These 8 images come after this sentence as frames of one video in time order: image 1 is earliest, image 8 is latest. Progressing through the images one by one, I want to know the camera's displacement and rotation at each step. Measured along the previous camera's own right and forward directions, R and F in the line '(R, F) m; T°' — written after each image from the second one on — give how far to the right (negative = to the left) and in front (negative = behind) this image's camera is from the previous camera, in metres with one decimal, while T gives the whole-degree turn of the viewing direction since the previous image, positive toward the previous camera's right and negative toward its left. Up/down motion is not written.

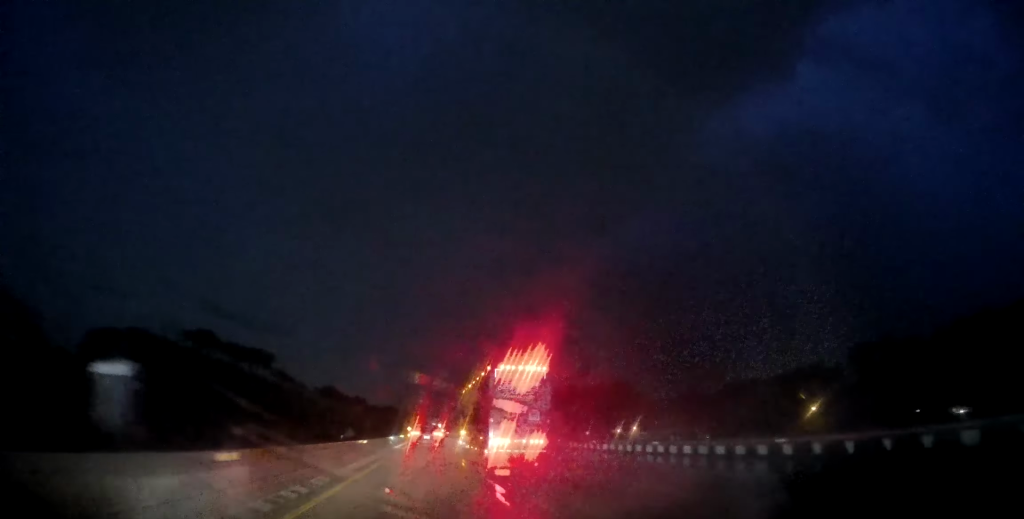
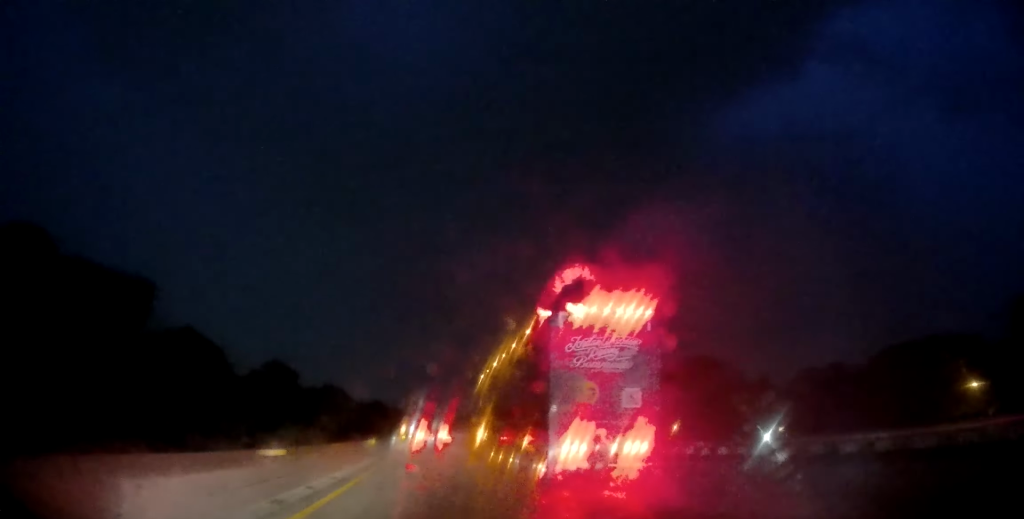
(+0.6, +58.7) m; 0°
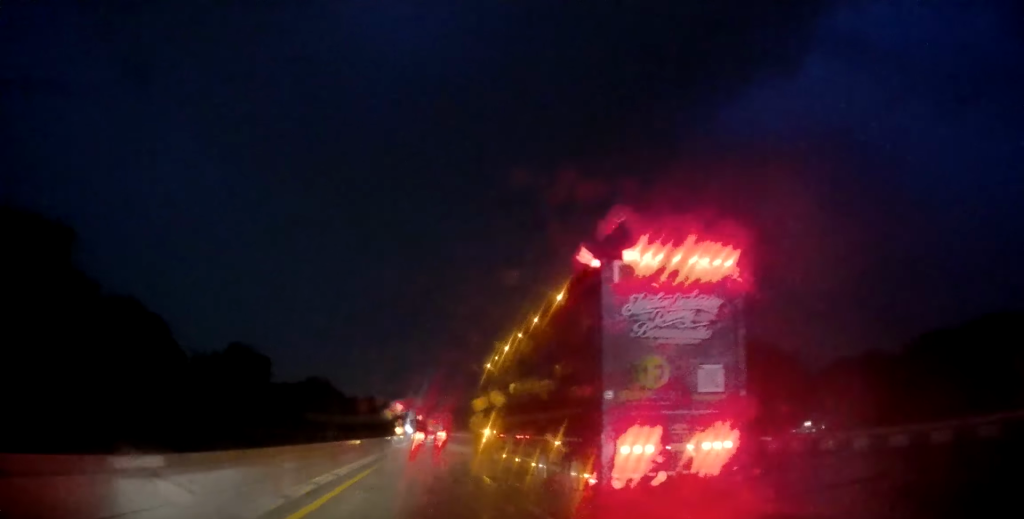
(-0.5, +19.6) m; -1°
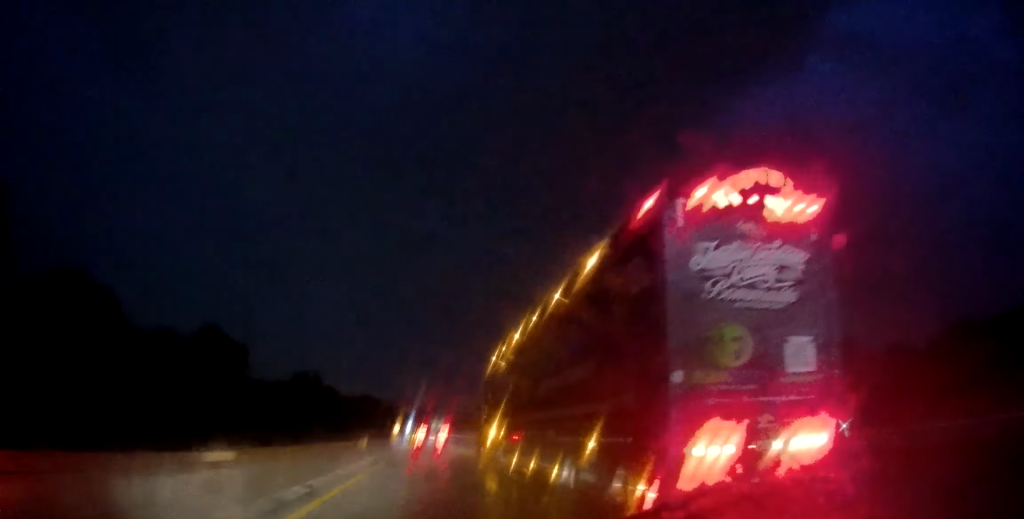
(+0.1, +13.1) m; 0°
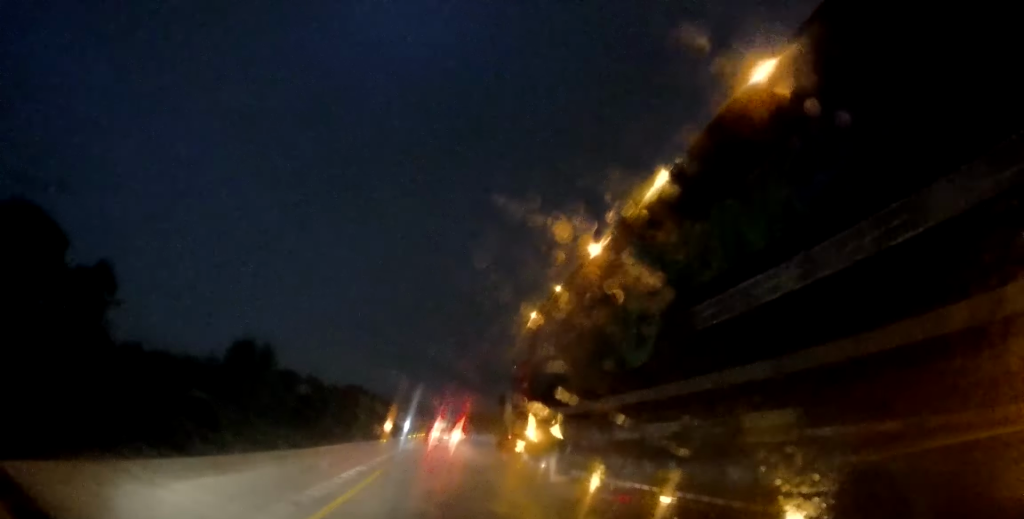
(+0.4, +40.3) m; +1°
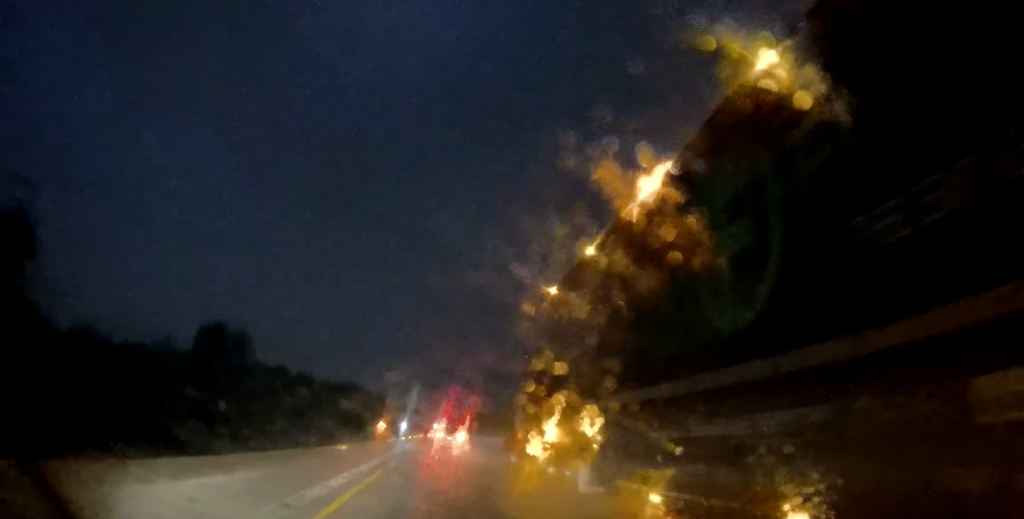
(+0.1, +12.3) m; 0°
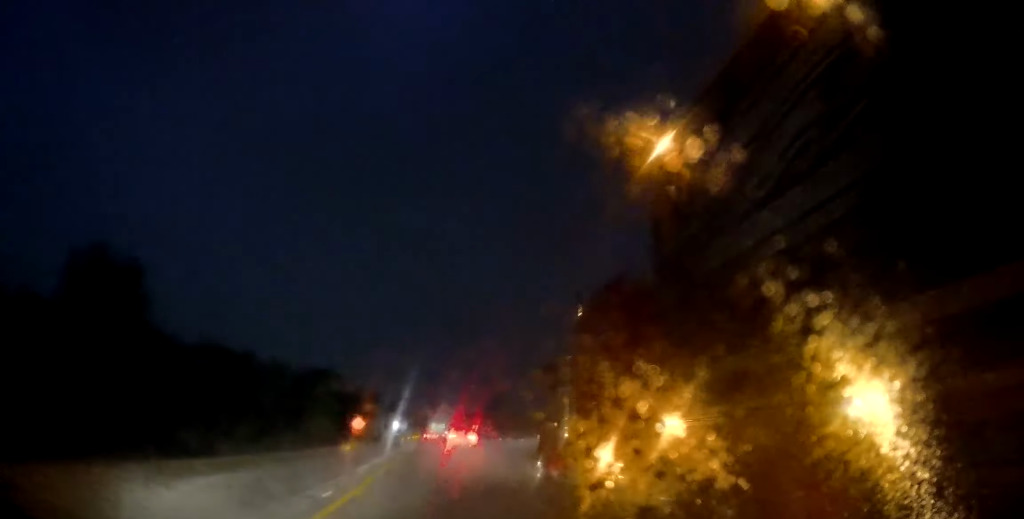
(+0.2, +29.5) m; 0°
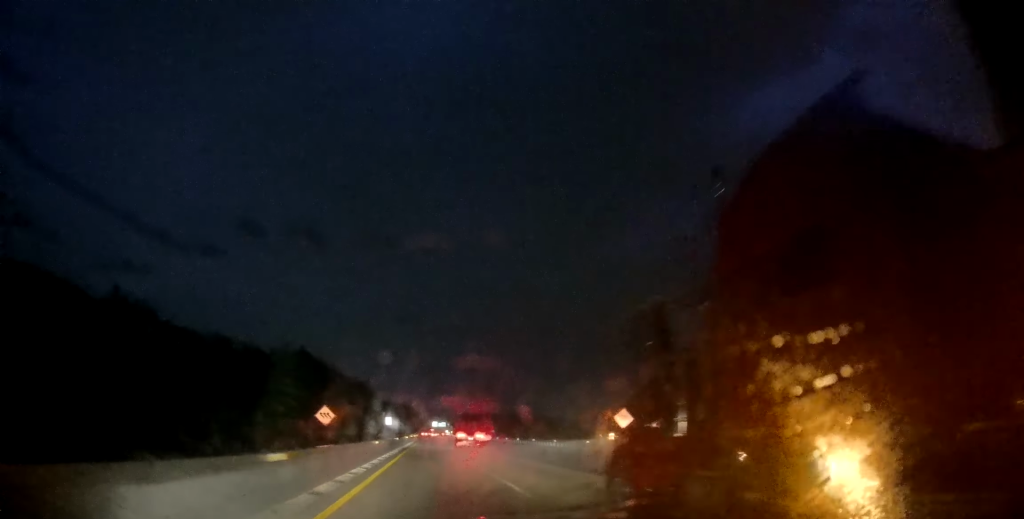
(-0.3, +22.0) m; -1°
